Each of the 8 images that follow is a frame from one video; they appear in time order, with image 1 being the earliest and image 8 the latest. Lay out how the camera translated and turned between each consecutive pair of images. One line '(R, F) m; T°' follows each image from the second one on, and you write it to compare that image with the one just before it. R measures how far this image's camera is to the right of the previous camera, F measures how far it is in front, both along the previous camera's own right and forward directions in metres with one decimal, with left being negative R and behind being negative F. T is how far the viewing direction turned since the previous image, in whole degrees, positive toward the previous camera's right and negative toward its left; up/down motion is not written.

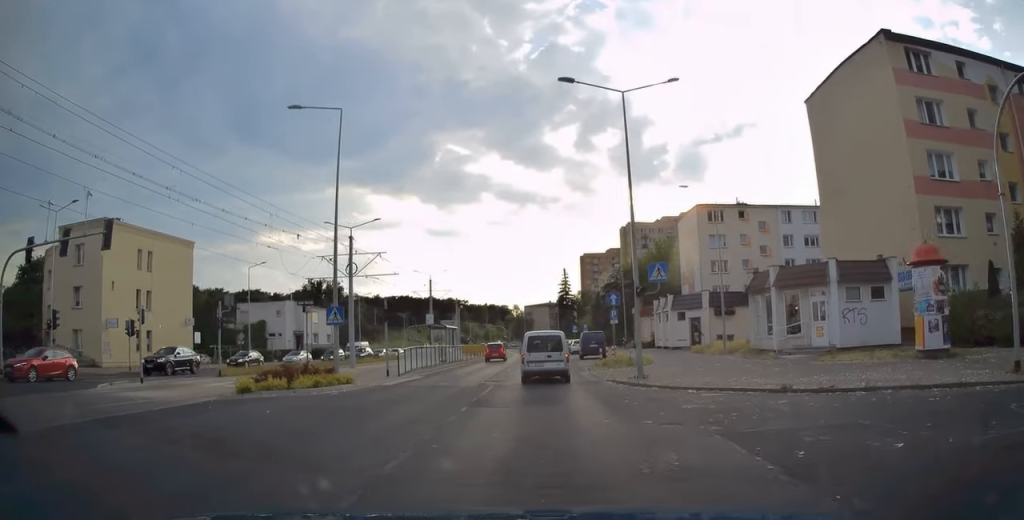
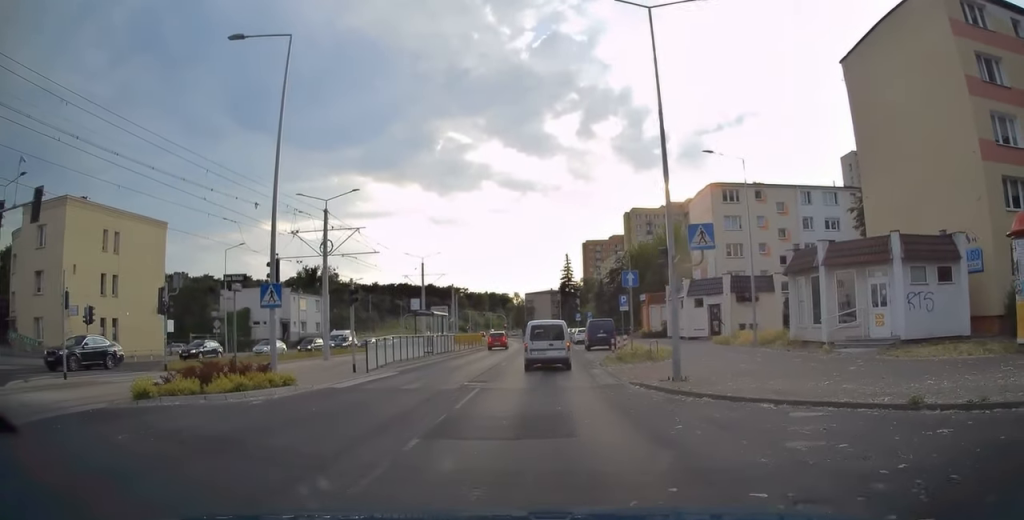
(0.0, +4.9) m; 0°
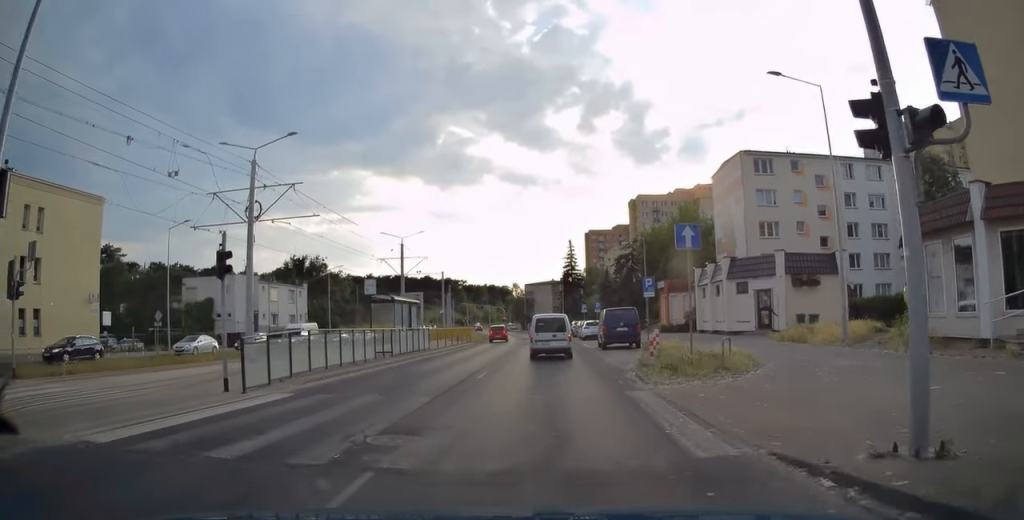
(0.0, +9.2) m; 0°
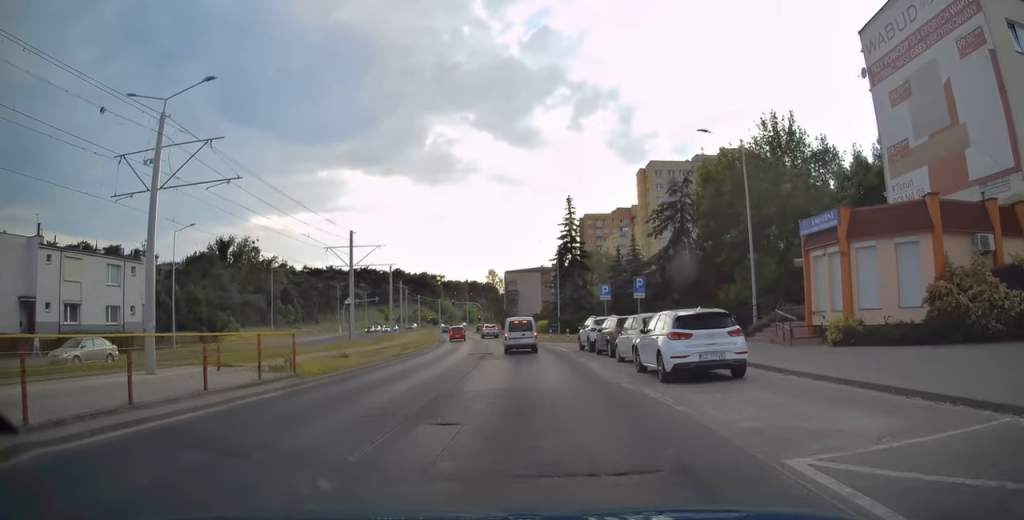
(+1.1, +36.5) m; +2°
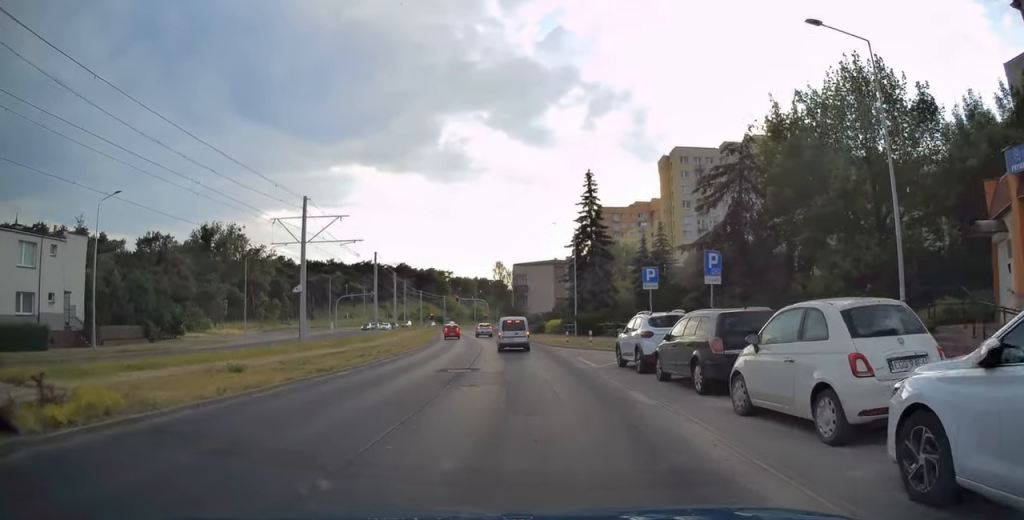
(-0.3, +13.5) m; -4°
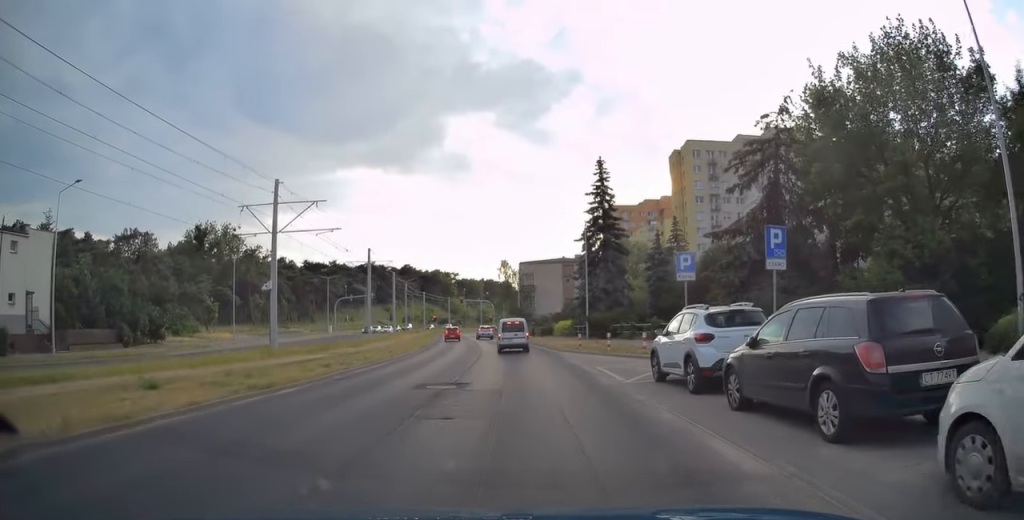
(-0.2, +6.9) m; -2°
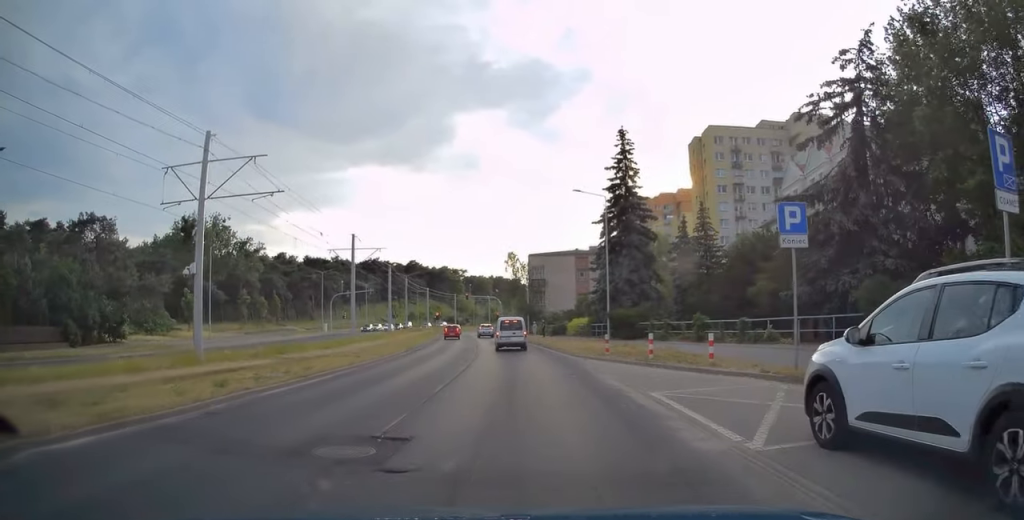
(-0.3, +12.3) m; -3°
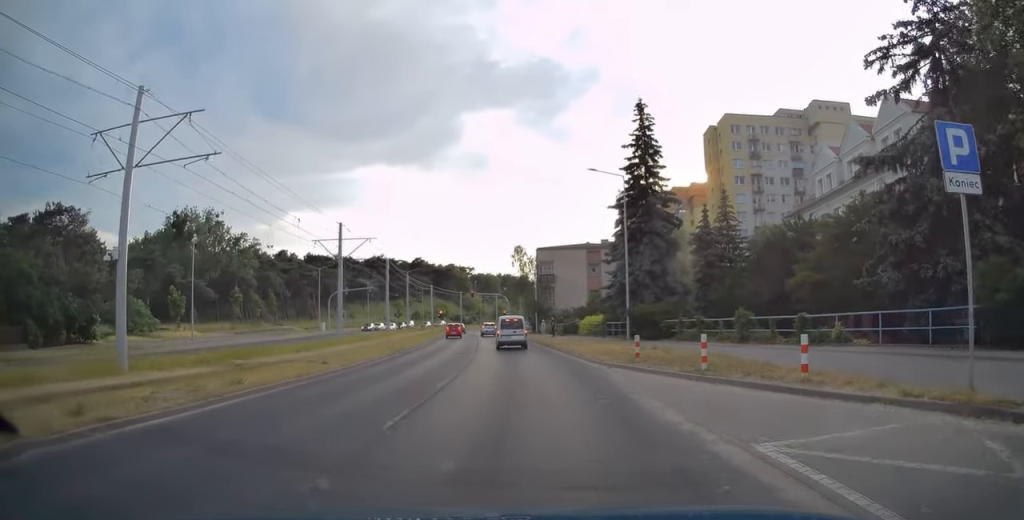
(-0.3, +9.9) m; -1°
